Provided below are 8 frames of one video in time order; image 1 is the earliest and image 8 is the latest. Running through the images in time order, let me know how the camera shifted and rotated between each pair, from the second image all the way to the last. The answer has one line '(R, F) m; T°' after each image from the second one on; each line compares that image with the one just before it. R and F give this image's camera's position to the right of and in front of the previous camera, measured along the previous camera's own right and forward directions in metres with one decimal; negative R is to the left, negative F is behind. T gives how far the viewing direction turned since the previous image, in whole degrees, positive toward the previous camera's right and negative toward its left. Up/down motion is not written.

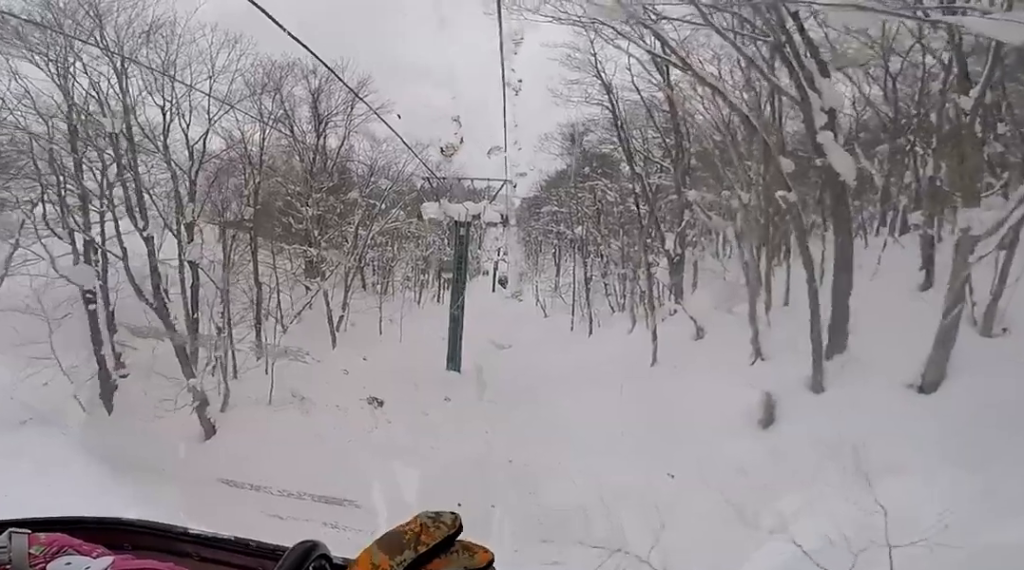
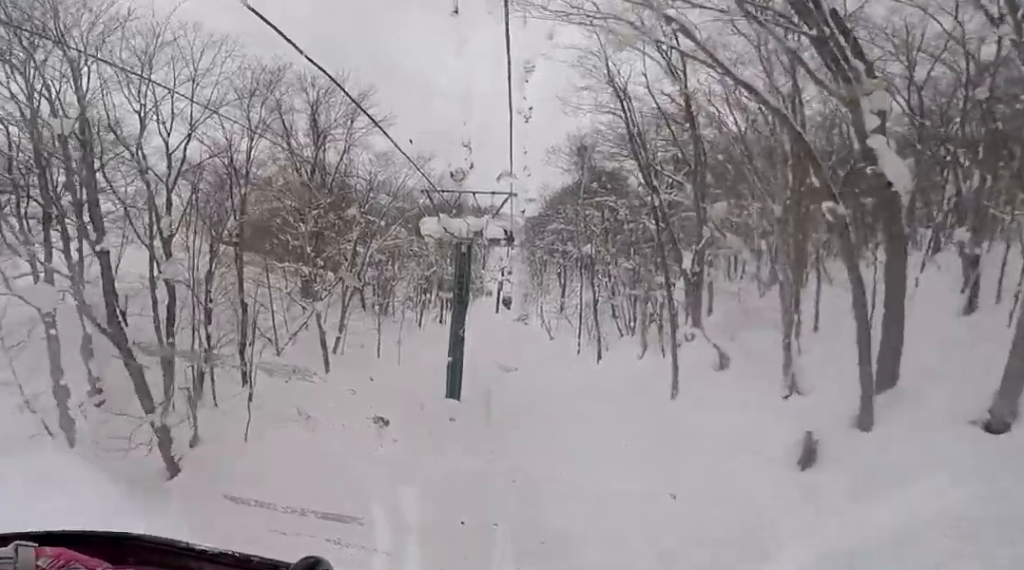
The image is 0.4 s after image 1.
(0.0, +1.7) m; 0°
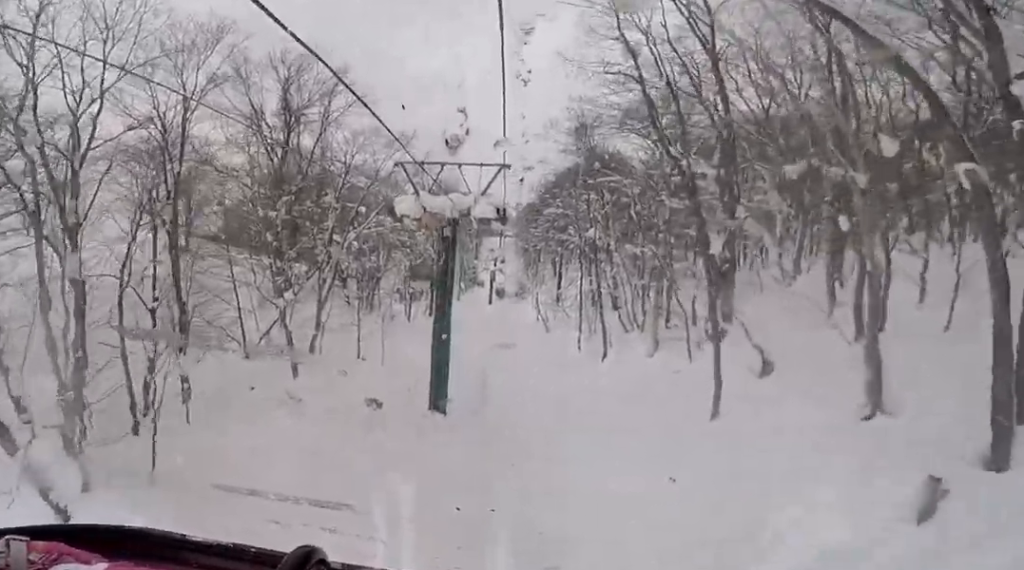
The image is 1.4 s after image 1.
(0.0, +3.7) m; 0°
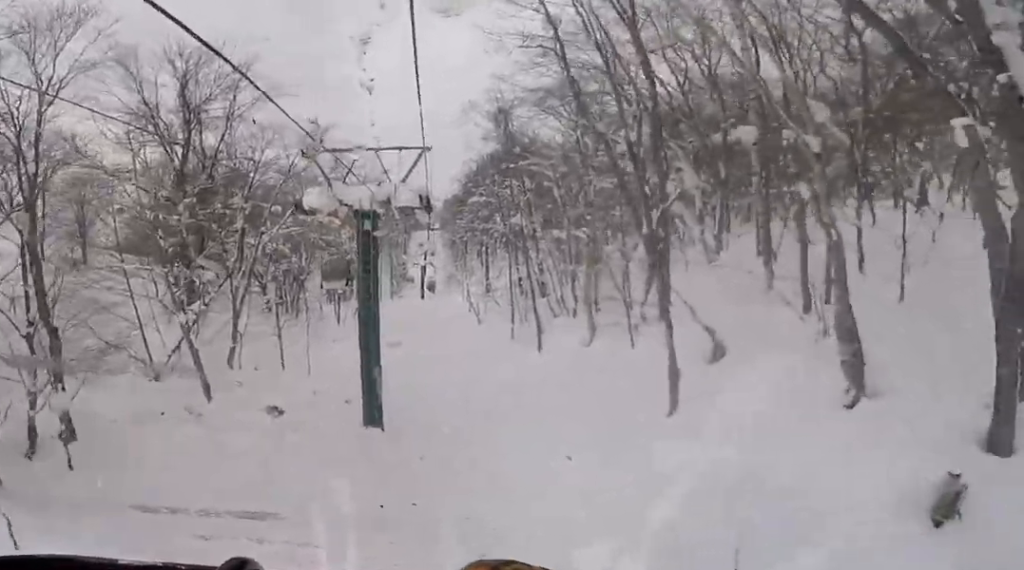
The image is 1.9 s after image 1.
(0.0, +2.1) m; 0°
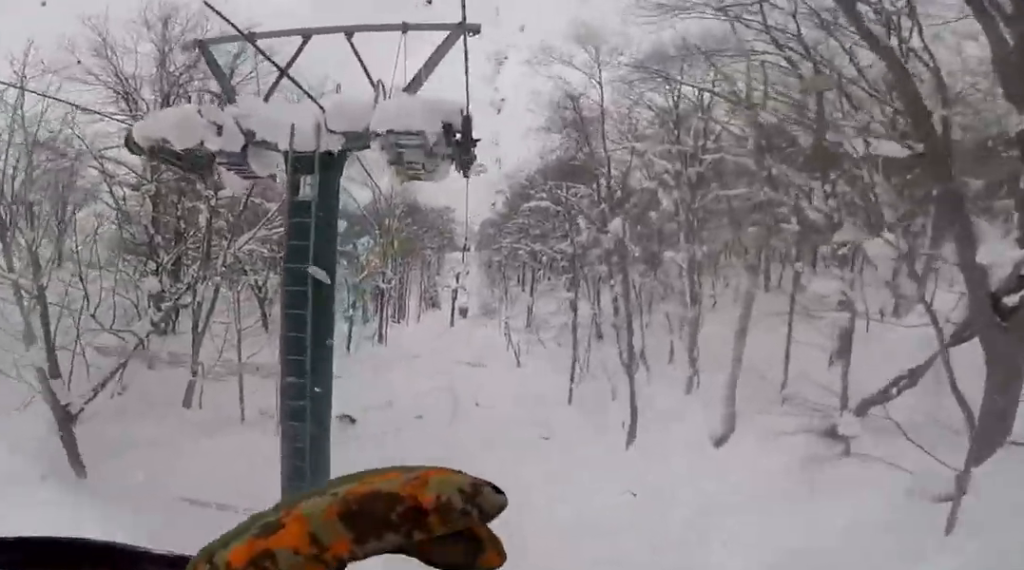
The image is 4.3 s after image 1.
(+0.9, +10.2) m; +10°
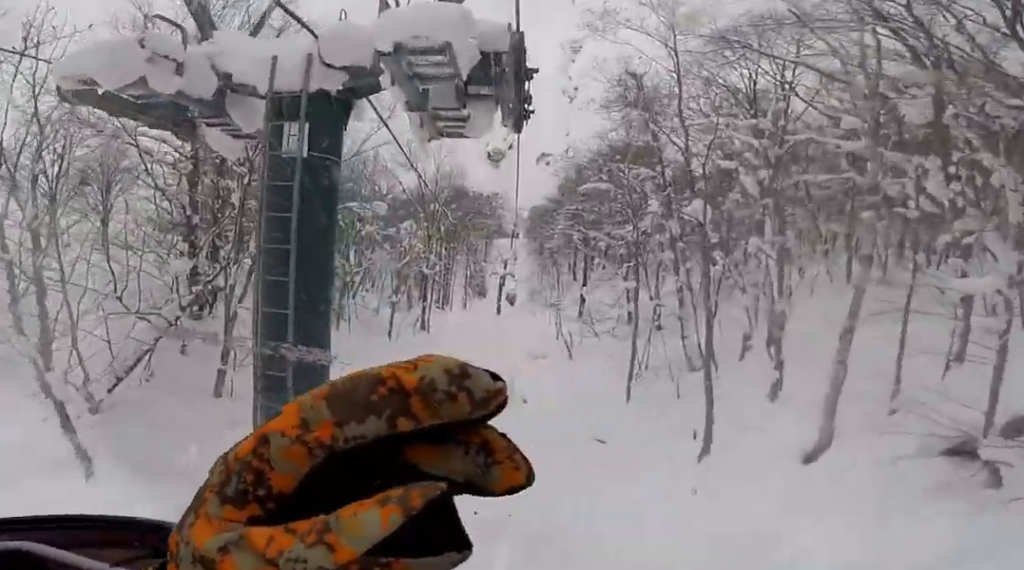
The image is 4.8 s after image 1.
(+0.2, +2.2) m; 0°
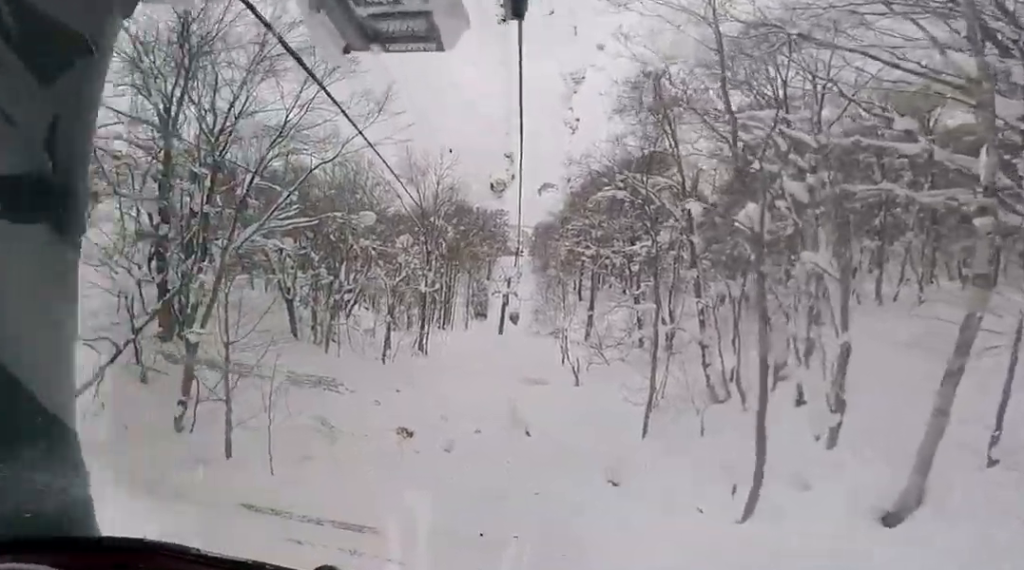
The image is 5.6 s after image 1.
(-0.3, +3.2) m; -6°
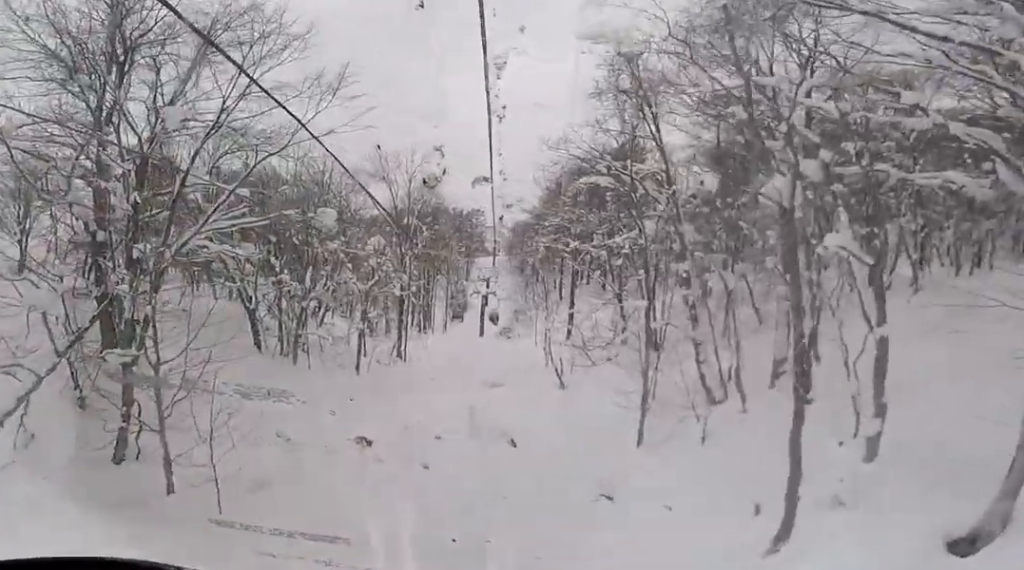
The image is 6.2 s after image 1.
(-0.1, +2.4) m; -3°
